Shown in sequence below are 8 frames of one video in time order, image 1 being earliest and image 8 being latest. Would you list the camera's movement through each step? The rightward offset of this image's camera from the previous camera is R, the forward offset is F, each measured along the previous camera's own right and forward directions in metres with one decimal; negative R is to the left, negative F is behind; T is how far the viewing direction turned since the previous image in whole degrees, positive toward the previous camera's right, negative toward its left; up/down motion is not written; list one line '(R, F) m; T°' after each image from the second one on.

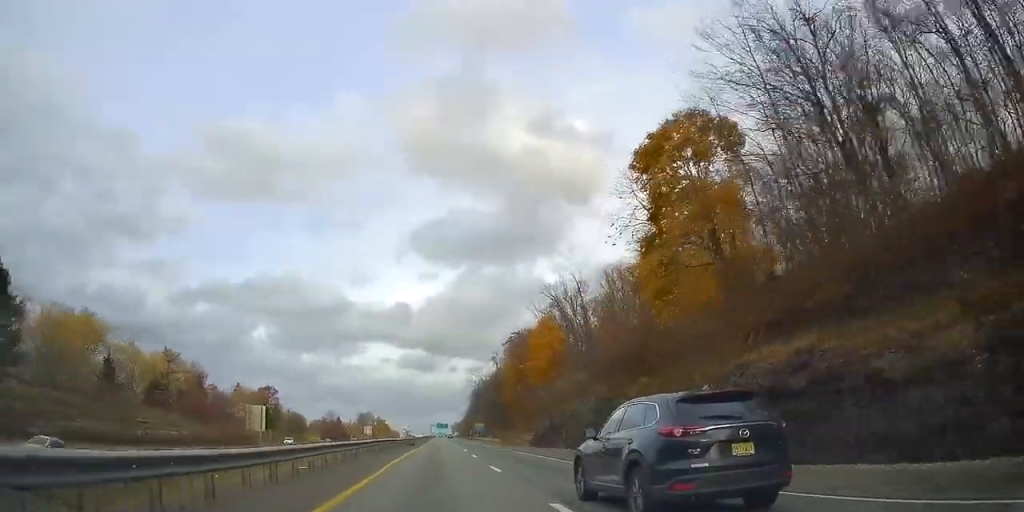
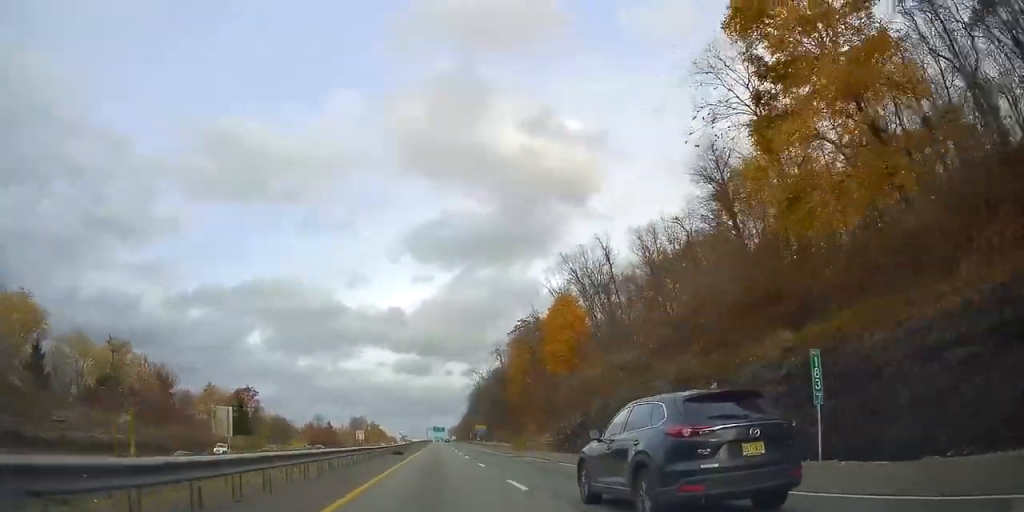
(0.0, +18.0) m; 0°
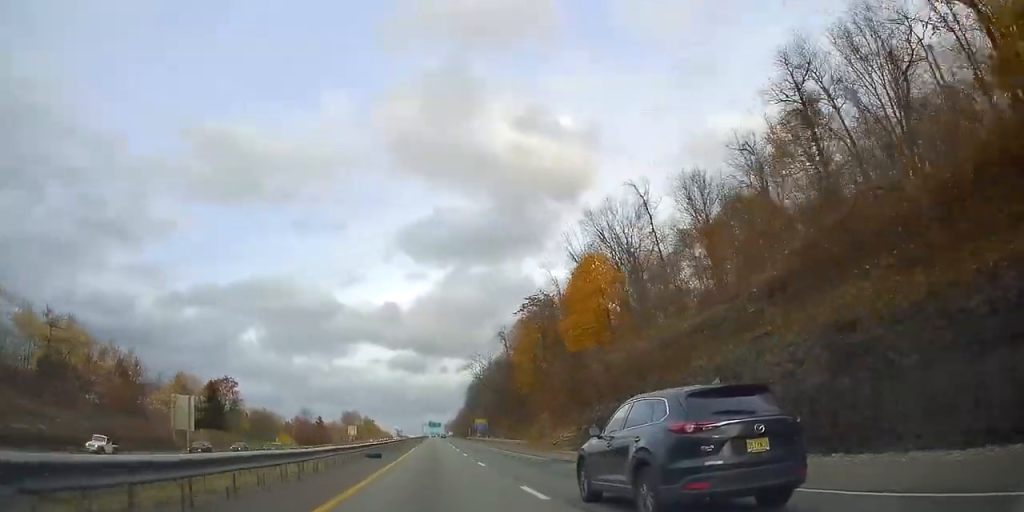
(0.0, +15.5) m; +1°
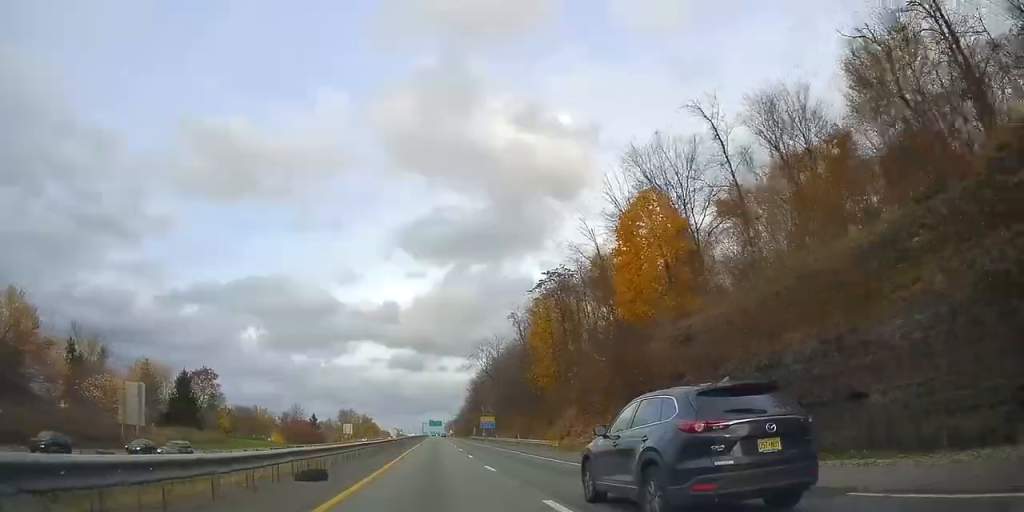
(+0.3, +15.8) m; +1°
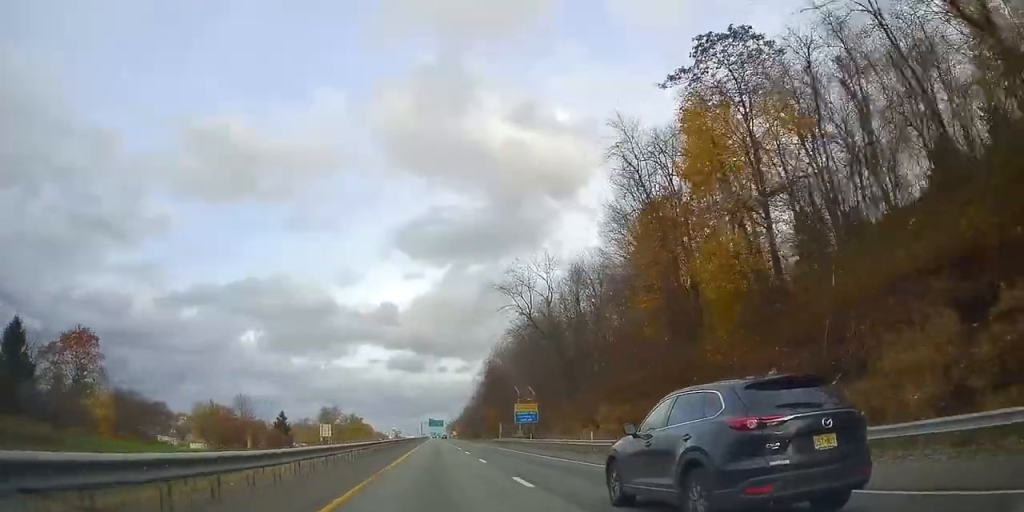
(0.0, +55.5) m; -1°
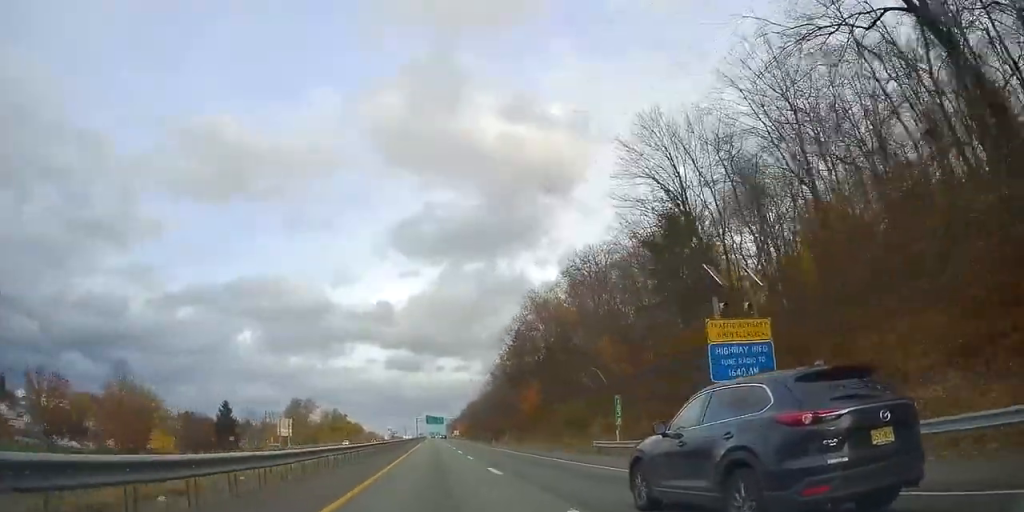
(+0.2, +56.4) m; +1°
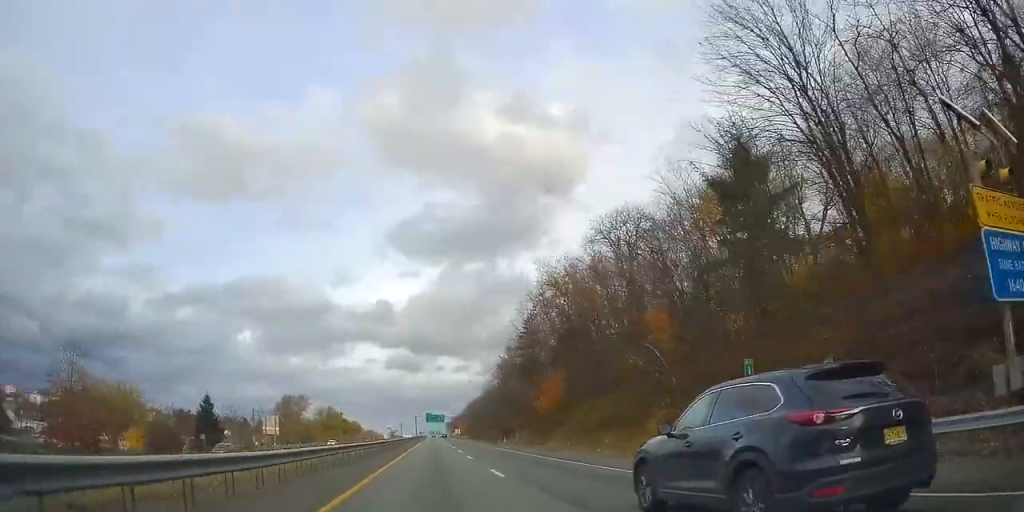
(+0.1, +13.5) m; +1°
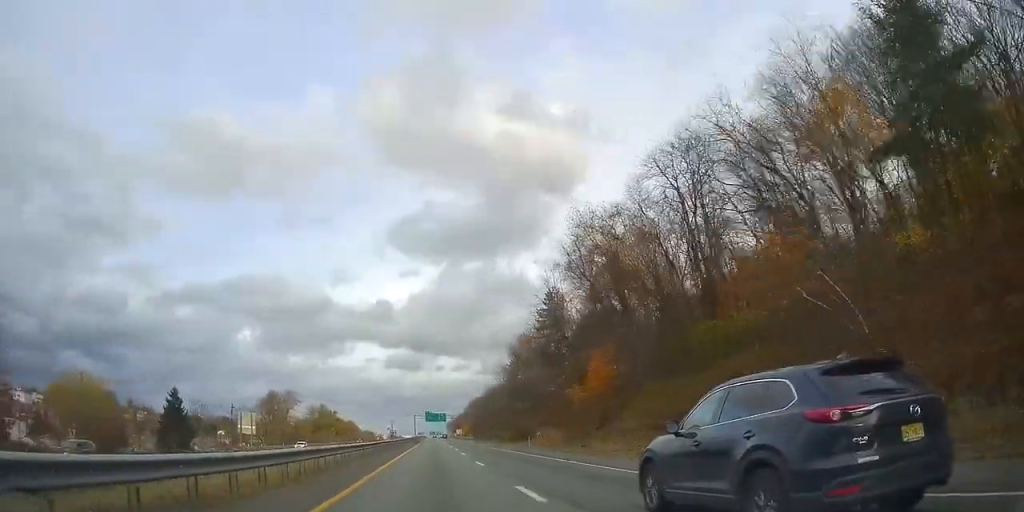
(+0.1, +18.9) m; 0°
